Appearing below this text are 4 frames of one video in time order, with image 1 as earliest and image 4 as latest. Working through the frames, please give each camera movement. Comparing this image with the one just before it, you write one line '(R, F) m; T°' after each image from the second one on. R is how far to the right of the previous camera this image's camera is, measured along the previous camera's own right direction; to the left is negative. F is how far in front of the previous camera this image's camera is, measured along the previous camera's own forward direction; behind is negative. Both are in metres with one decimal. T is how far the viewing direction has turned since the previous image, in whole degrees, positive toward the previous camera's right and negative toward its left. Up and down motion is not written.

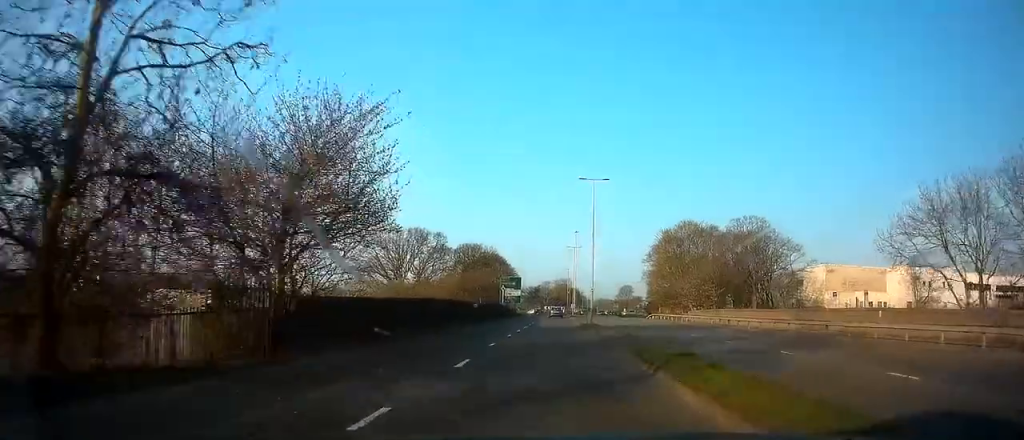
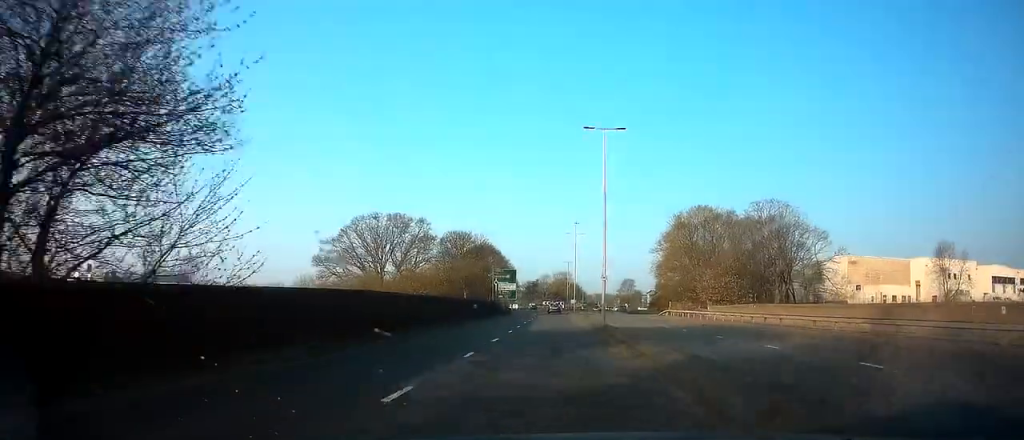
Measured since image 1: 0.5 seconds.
(+0.2, +11.1) m; +1°
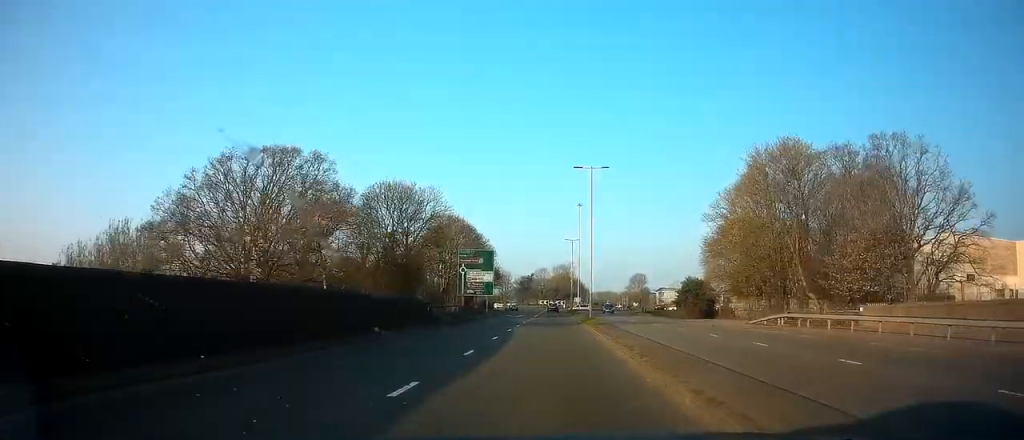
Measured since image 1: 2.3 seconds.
(+0.4, +36.9) m; +1°
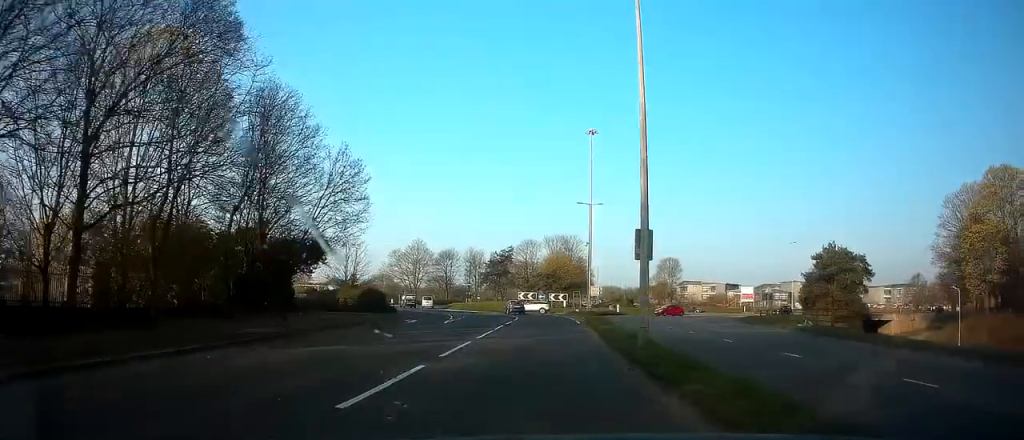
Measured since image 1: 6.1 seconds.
(+1.2, +72.2) m; +4°
